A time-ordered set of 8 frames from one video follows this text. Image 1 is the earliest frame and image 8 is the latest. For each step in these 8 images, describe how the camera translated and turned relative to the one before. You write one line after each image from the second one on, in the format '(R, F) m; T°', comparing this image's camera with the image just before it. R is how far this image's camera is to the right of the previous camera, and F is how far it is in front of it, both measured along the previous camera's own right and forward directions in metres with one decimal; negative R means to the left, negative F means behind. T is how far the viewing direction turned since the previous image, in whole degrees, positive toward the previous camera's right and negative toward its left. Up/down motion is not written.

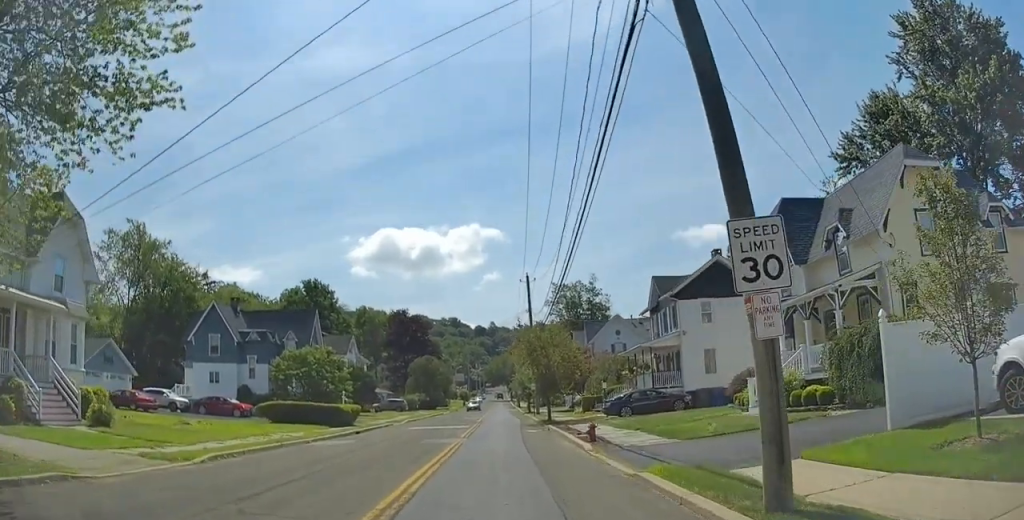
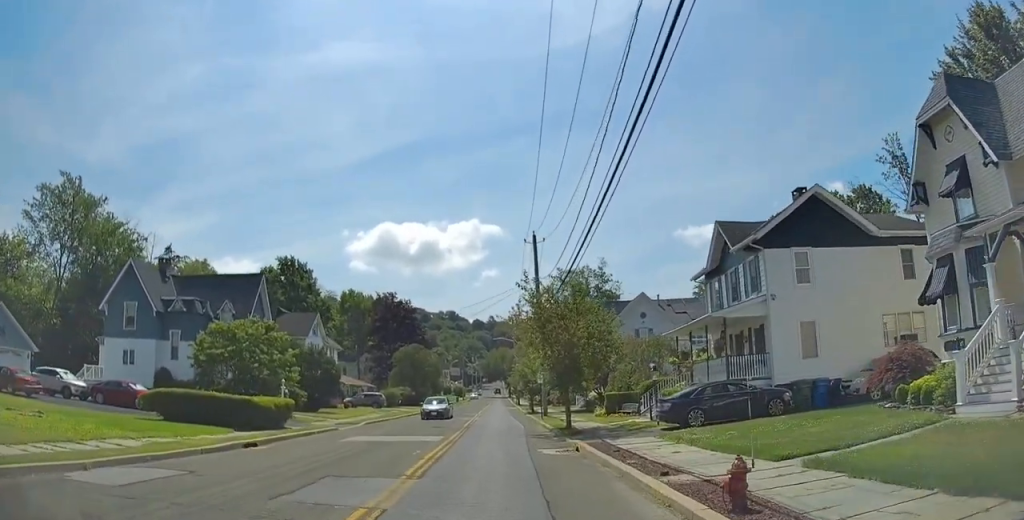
(0.0, +13.1) m; -1°
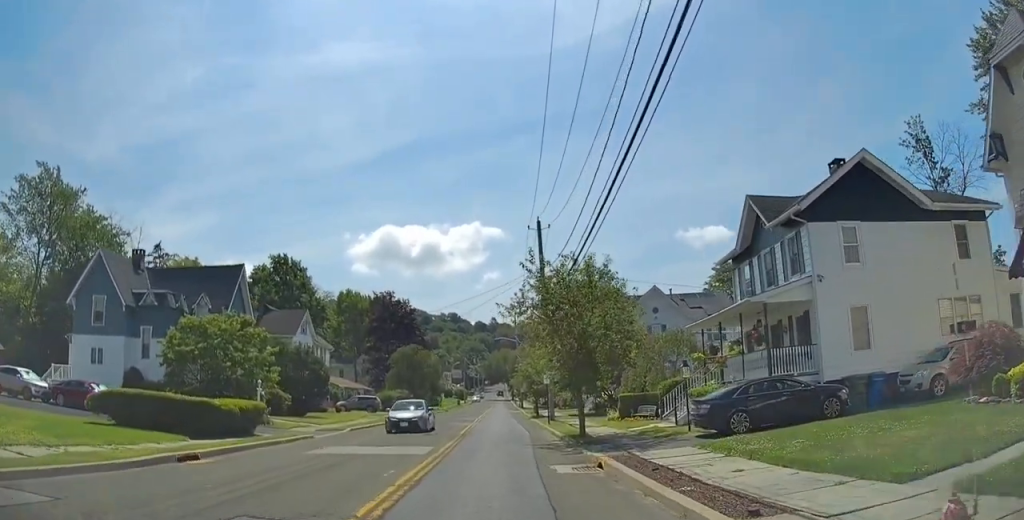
(0.0, +3.9) m; +2°
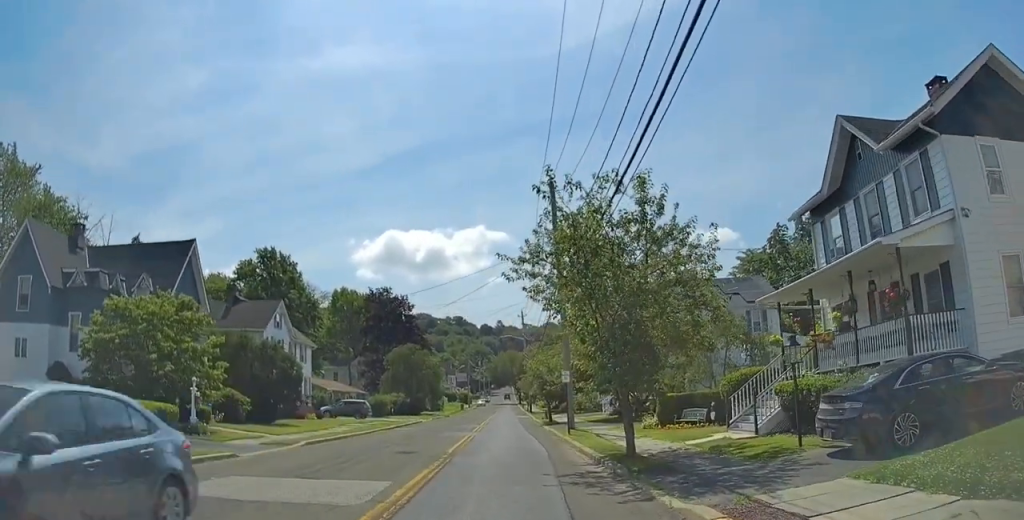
(+0.3, +7.8) m; -1°
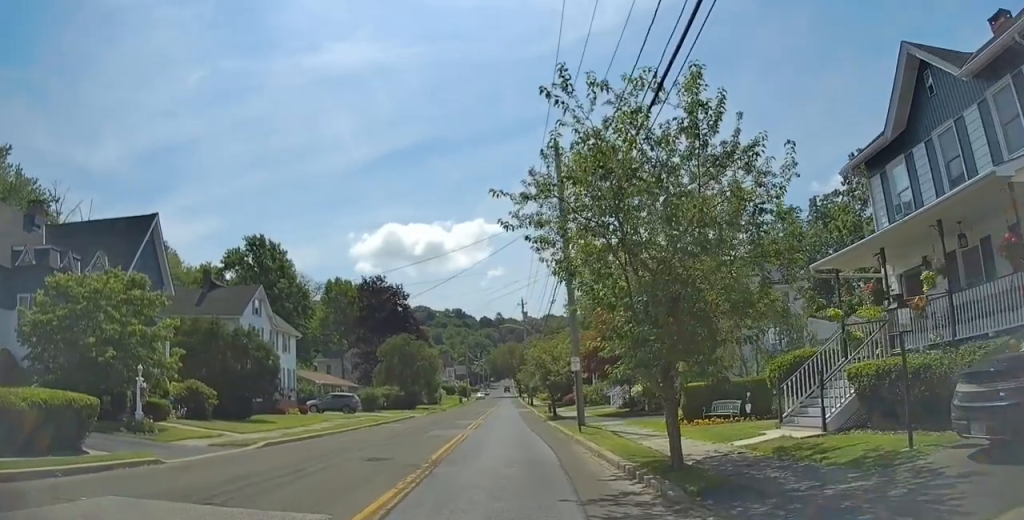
(-0.2, +4.2) m; -1°
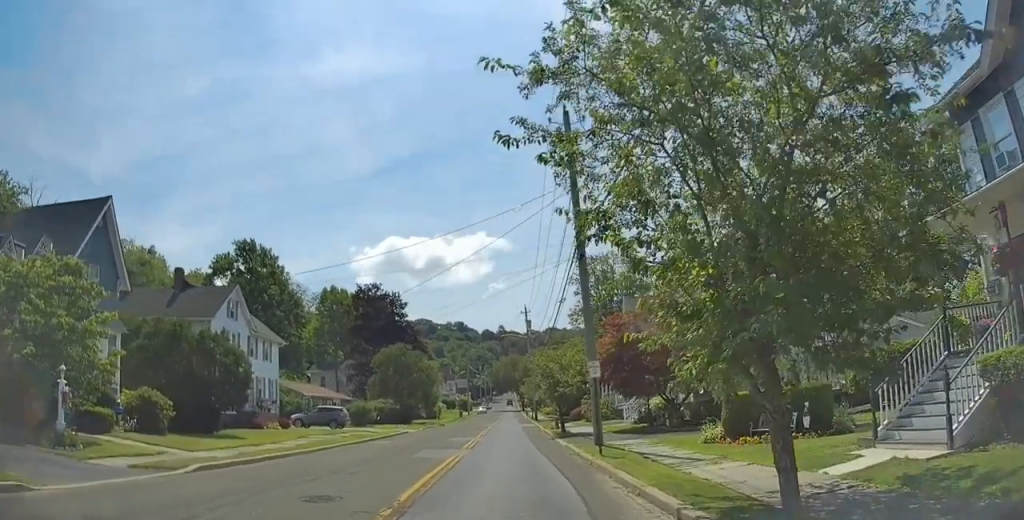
(-0.1, +4.2) m; -1°
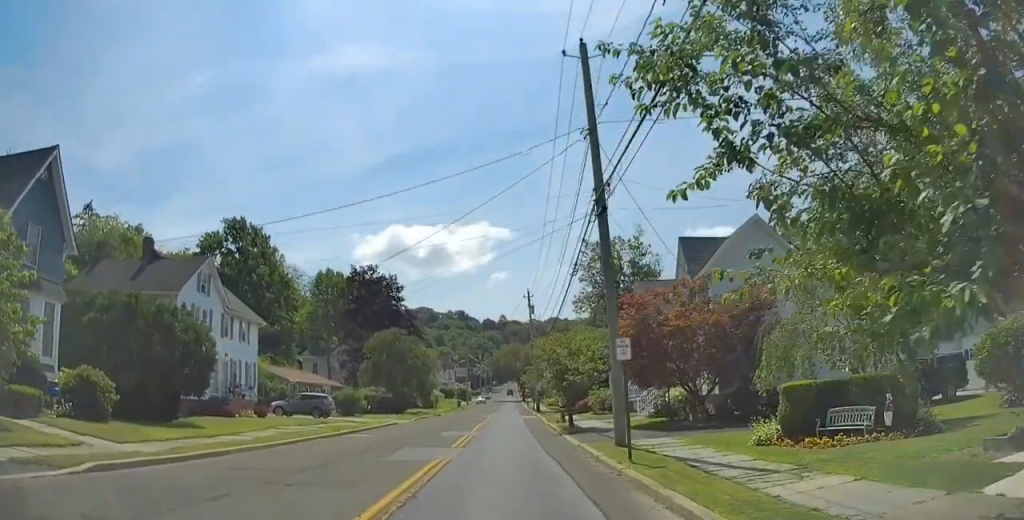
(+0.1, +4.3) m; 0°
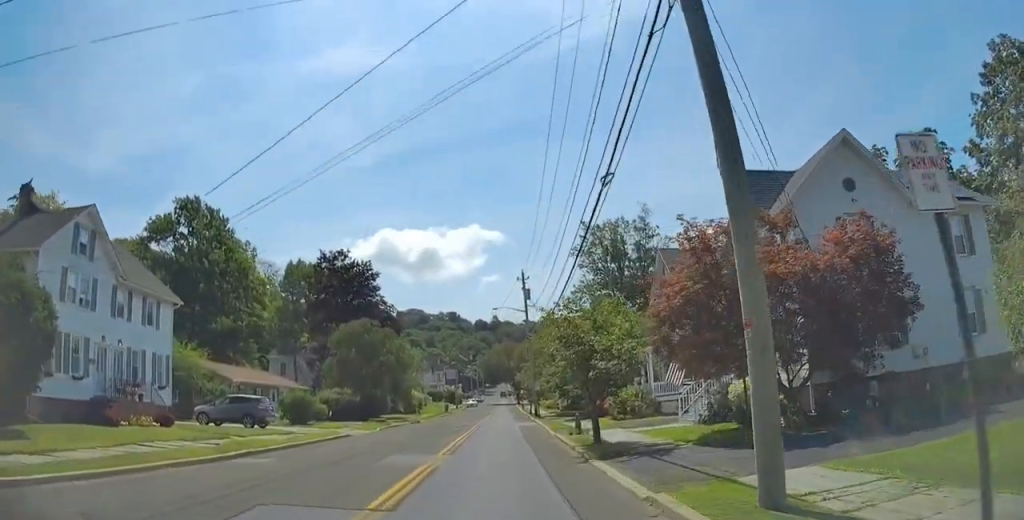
(-0.1, +10.4) m; 0°
